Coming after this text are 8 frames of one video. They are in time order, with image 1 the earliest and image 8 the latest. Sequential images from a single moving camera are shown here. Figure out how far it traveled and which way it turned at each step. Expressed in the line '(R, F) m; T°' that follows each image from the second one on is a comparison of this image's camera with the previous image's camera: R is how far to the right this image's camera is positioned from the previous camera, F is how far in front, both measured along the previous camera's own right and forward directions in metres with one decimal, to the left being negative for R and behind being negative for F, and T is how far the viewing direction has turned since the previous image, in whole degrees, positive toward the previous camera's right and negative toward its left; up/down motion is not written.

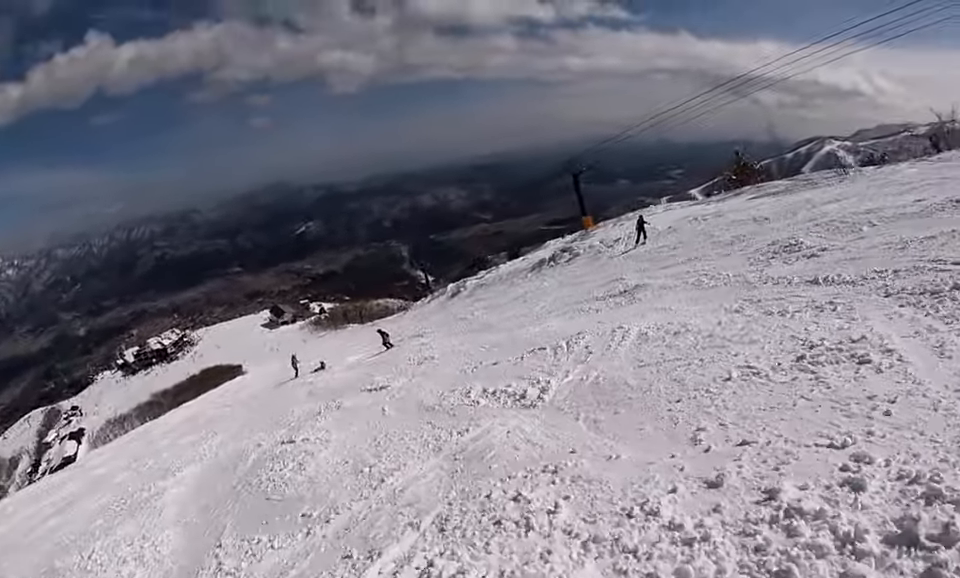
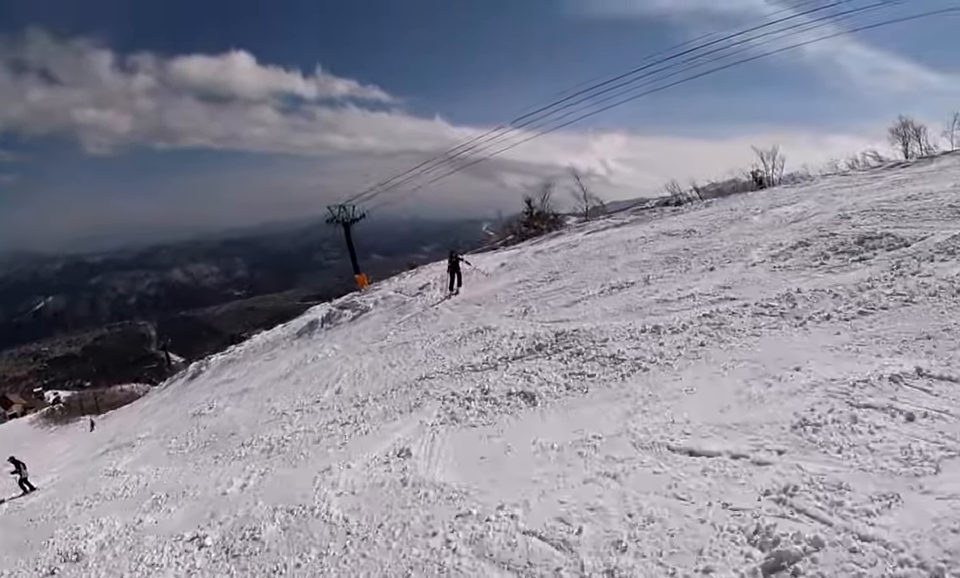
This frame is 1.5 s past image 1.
(+1.8, +8.5) m; +3°
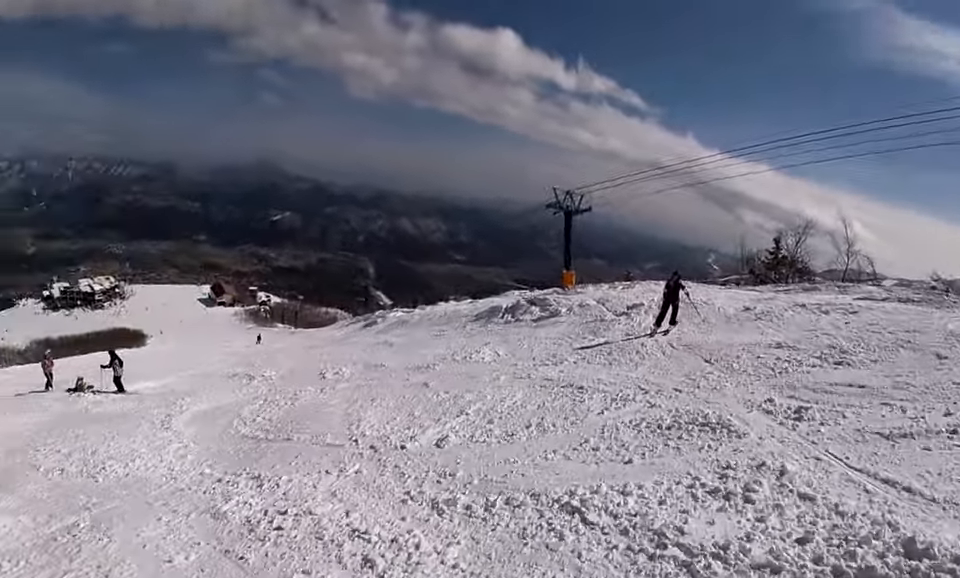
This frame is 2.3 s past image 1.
(-0.2, +4.0) m; -26°
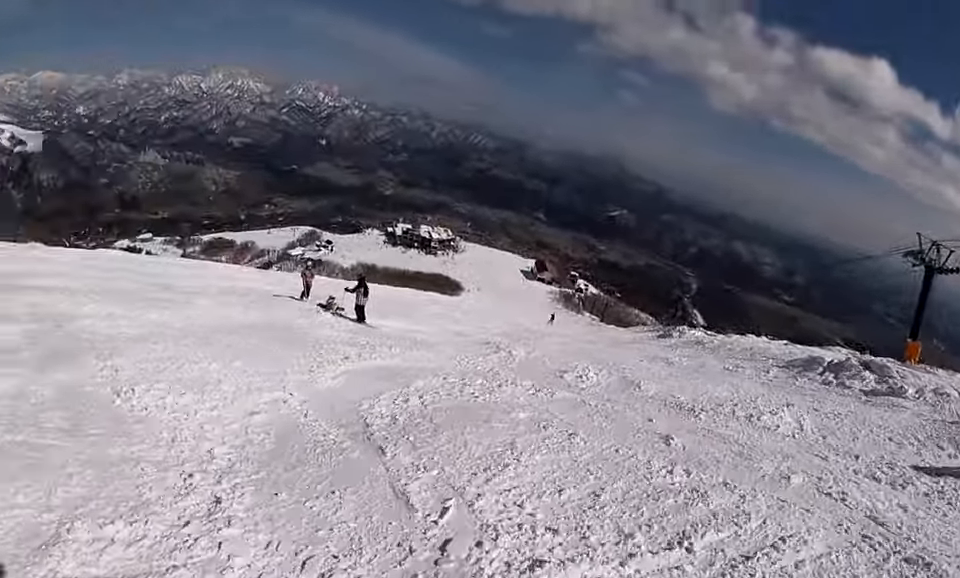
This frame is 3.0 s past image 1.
(-0.8, +3.2) m; -34°
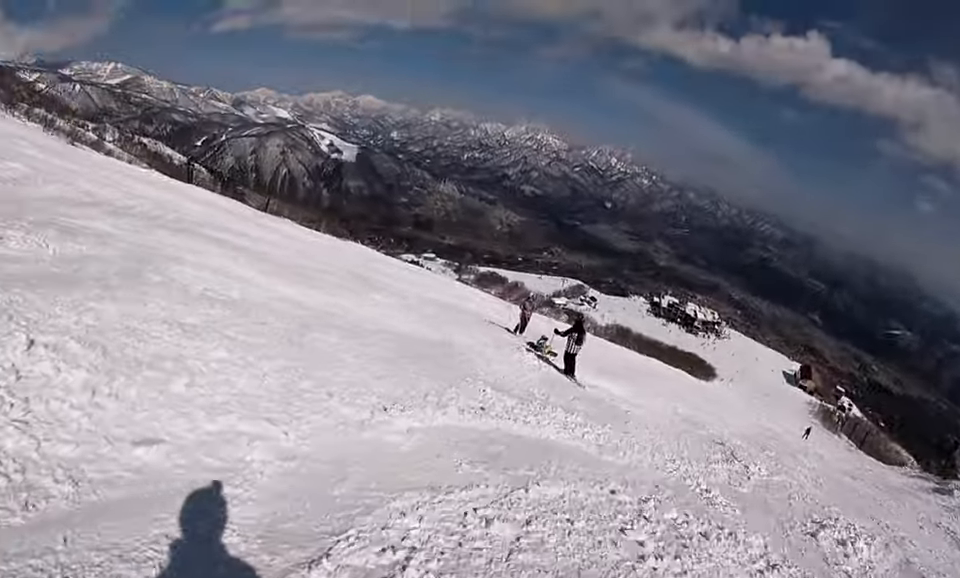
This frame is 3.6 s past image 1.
(-1.2, +2.6) m; -18°
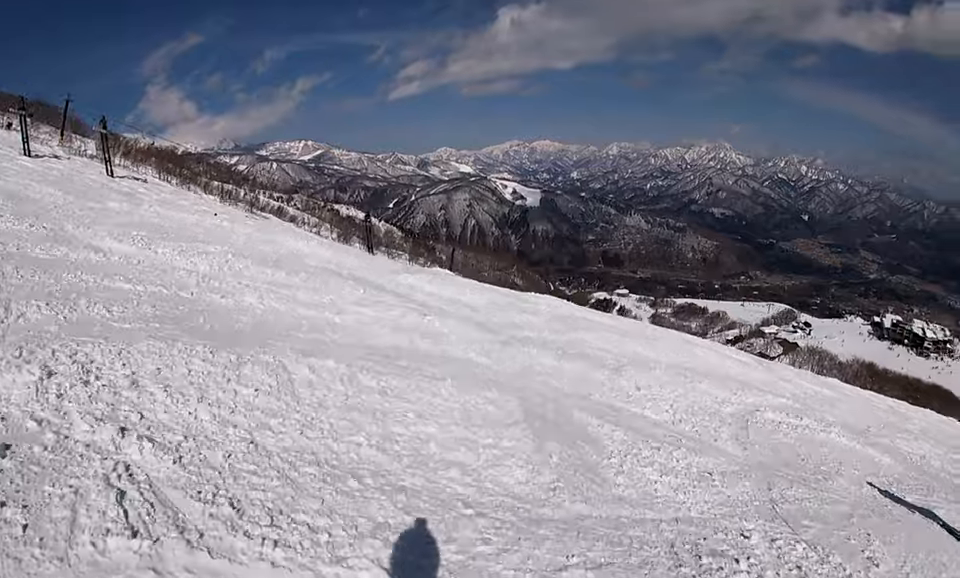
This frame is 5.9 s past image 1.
(-0.9, +9.6) m; +13°
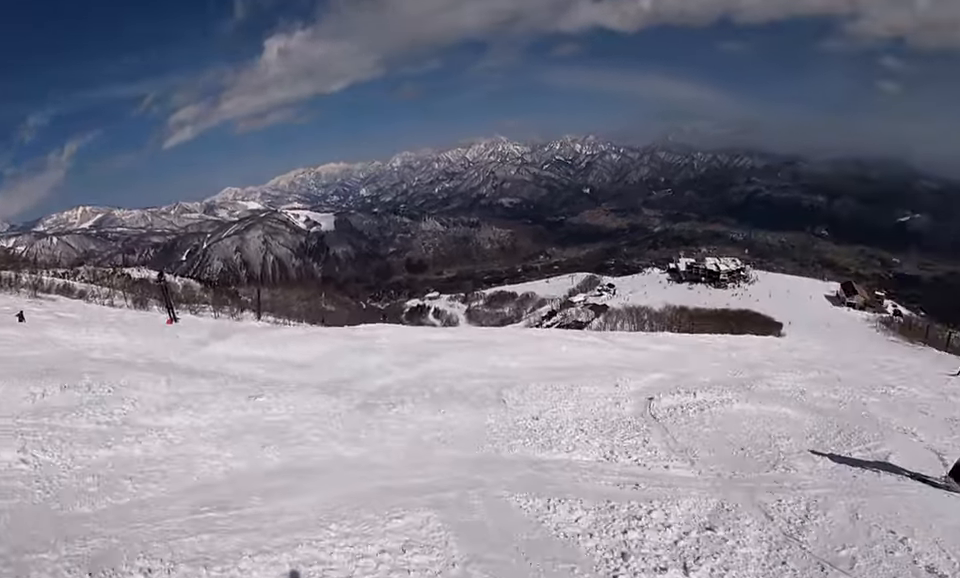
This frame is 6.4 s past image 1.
(+0.2, +1.7) m; +16°
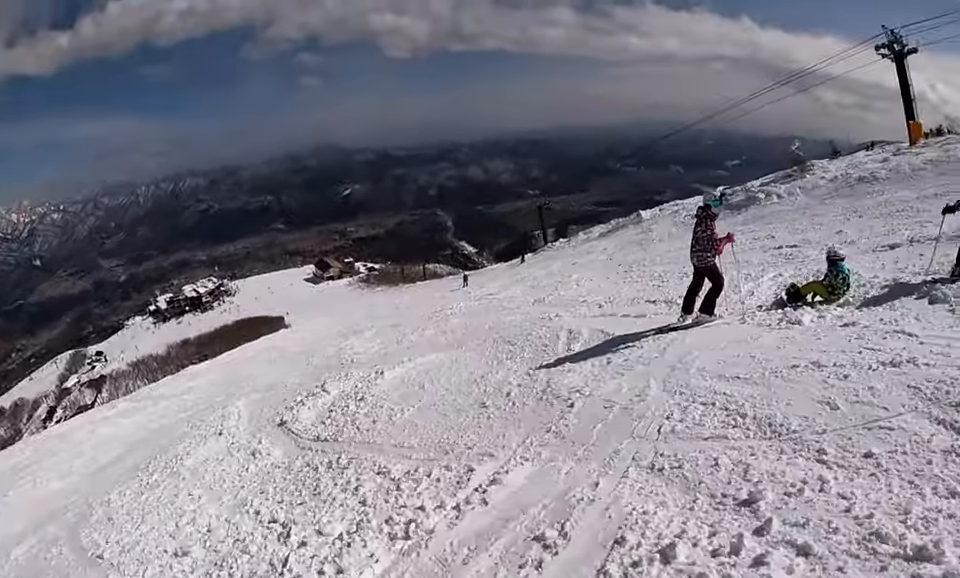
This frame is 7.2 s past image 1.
(+0.5, +2.5) m; +35°
